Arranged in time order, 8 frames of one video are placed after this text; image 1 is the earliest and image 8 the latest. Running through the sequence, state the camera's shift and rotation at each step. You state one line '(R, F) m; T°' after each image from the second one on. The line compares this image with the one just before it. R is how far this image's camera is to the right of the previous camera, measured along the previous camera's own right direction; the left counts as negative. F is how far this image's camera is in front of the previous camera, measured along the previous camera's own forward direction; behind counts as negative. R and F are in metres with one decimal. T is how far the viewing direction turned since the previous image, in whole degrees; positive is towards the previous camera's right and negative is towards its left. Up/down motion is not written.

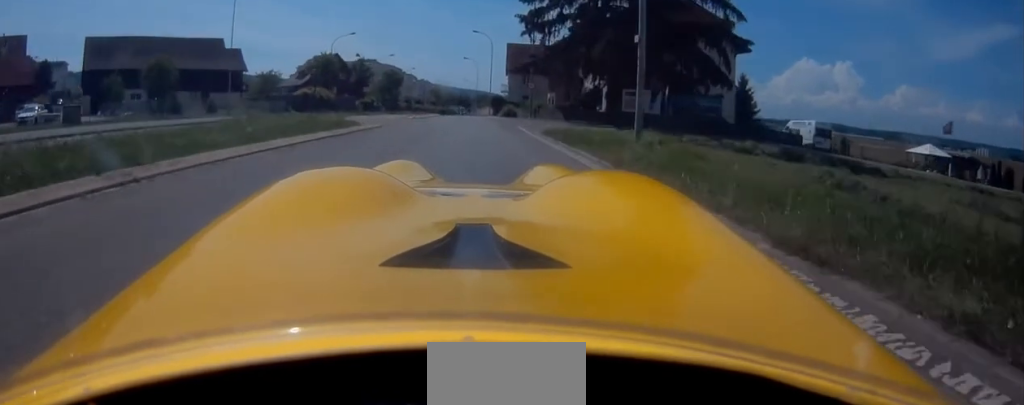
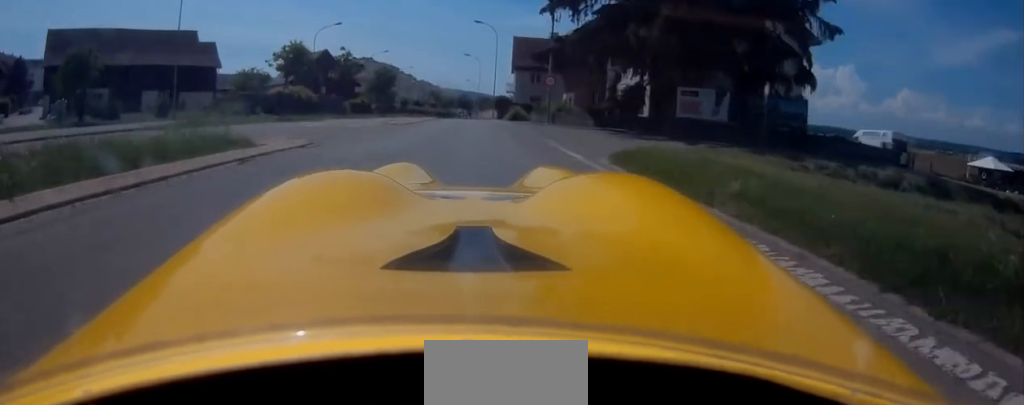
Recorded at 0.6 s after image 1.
(0.0, +9.2) m; -1°
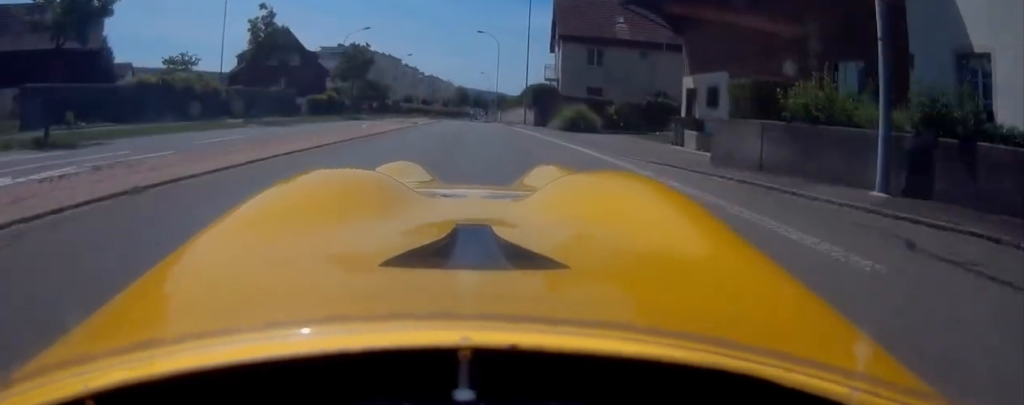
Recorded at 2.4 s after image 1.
(-0.5, +27.1) m; -1°
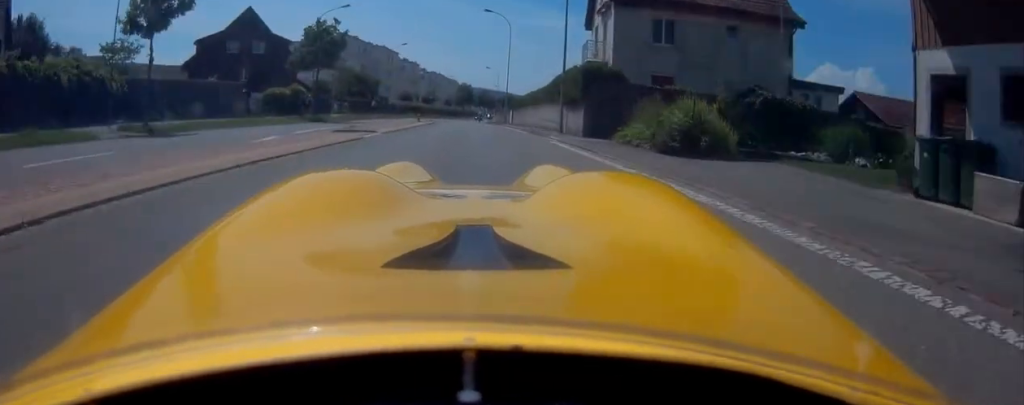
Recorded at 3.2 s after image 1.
(+0.3, +13.3) m; 0°
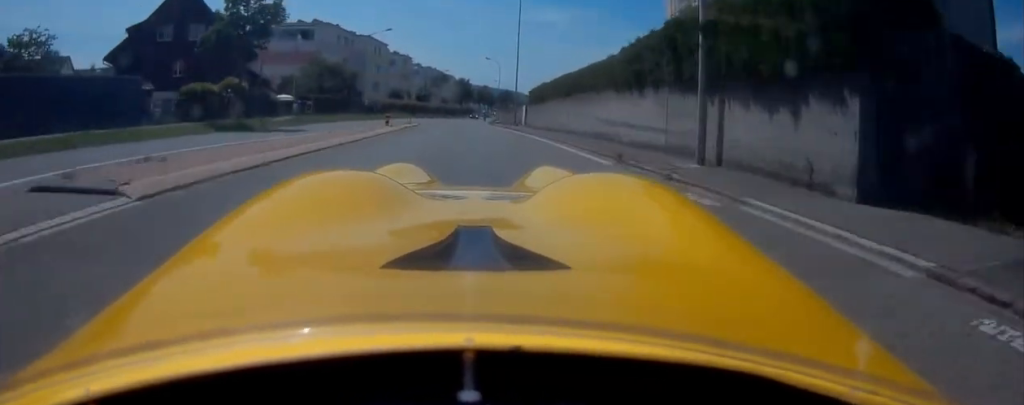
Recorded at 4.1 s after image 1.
(-0.3, +13.4) m; -1°
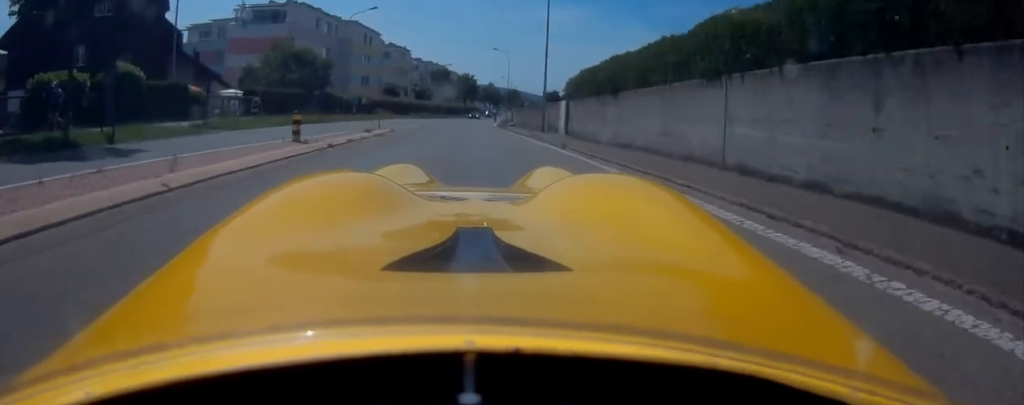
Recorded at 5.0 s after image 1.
(0.0, +13.5) m; 0°
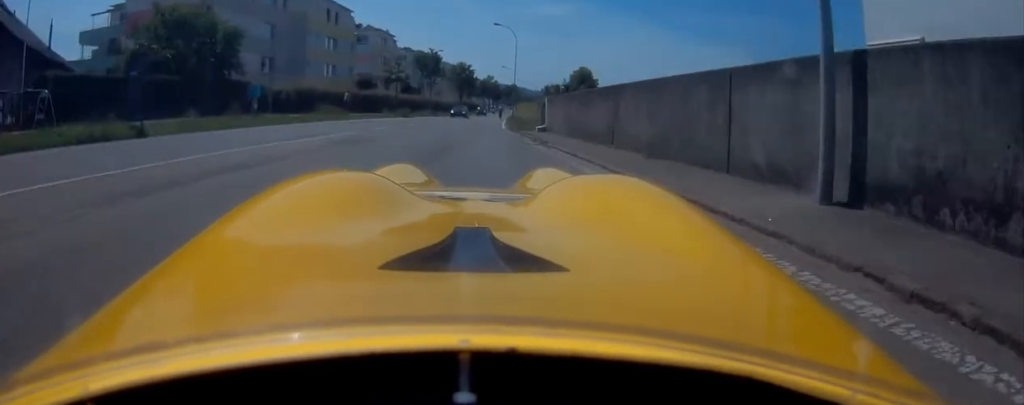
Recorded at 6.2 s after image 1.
(+0.1, +19.8) m; +2°
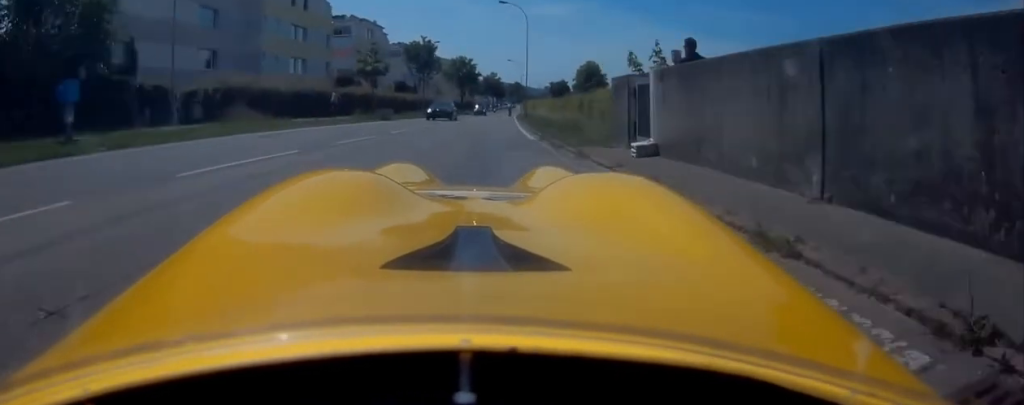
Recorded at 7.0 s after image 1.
(+0.4, +12.6) m; 0°
